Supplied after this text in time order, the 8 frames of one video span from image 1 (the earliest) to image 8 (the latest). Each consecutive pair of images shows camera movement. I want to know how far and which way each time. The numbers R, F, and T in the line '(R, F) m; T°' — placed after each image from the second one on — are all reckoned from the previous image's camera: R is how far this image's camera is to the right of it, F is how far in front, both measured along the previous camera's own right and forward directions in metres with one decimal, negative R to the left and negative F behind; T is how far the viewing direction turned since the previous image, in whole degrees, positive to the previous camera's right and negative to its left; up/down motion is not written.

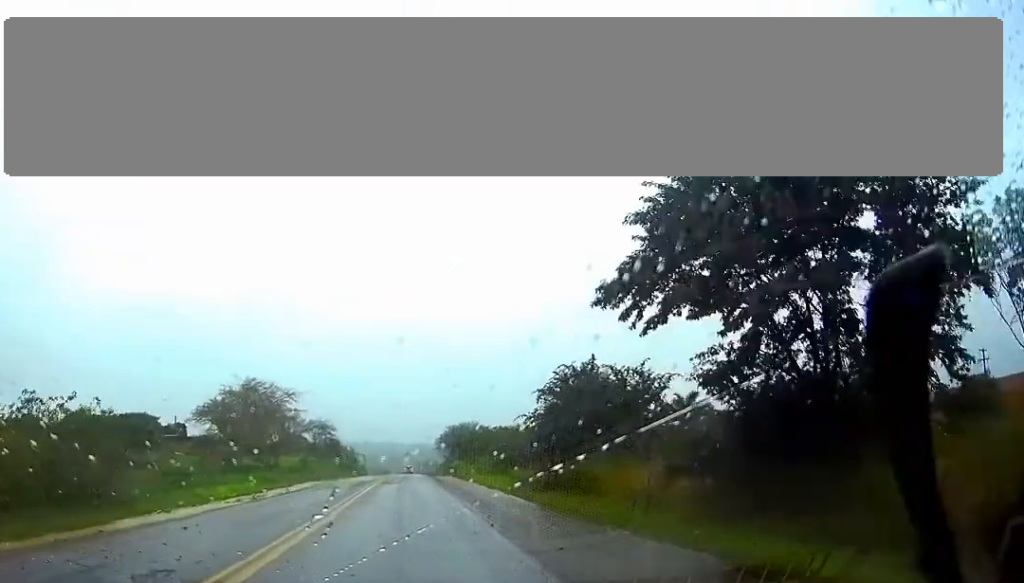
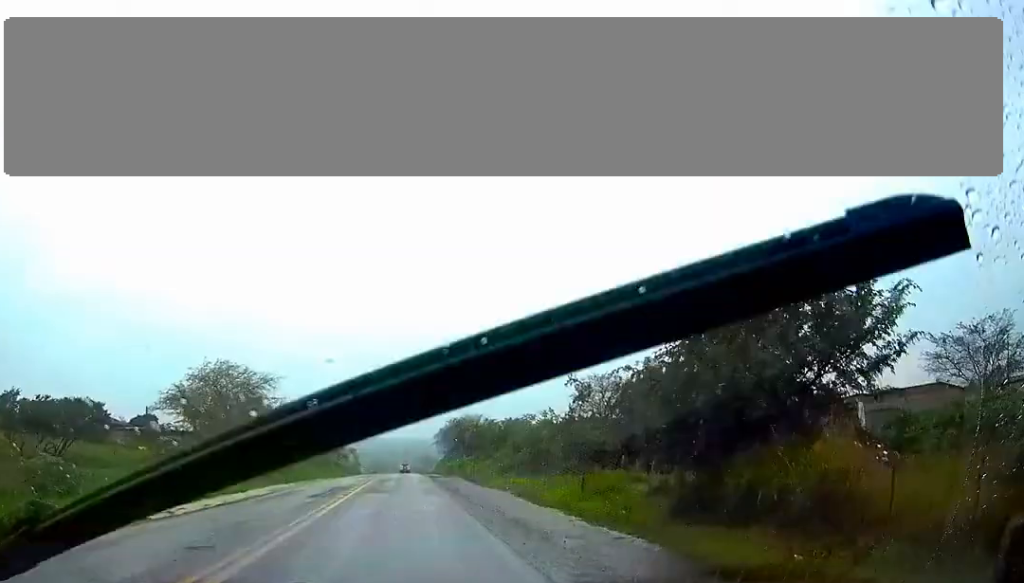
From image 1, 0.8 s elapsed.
(0.0, +14.3) m; 0°
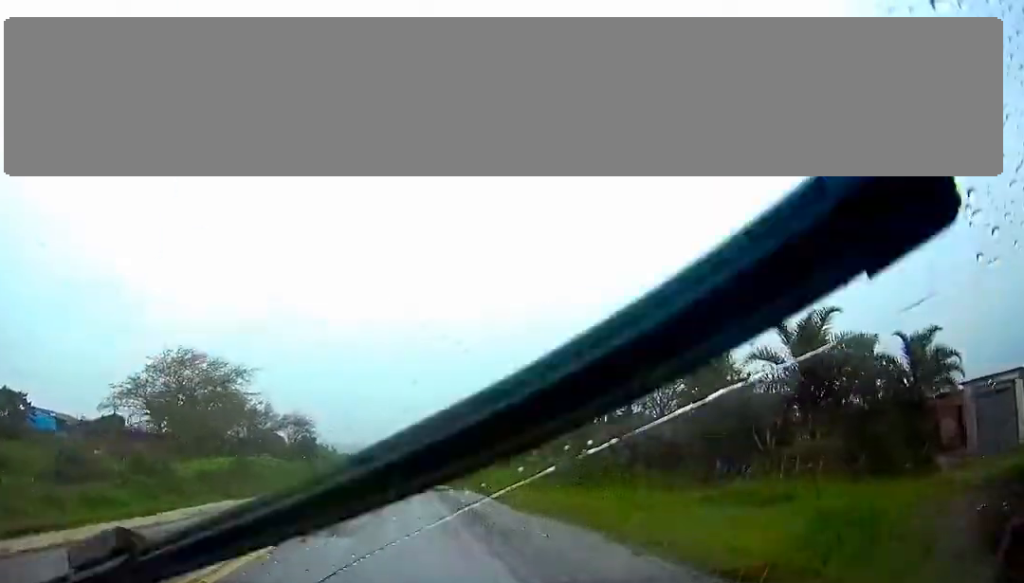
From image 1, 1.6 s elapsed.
(0.0, +14.7) m; 0°
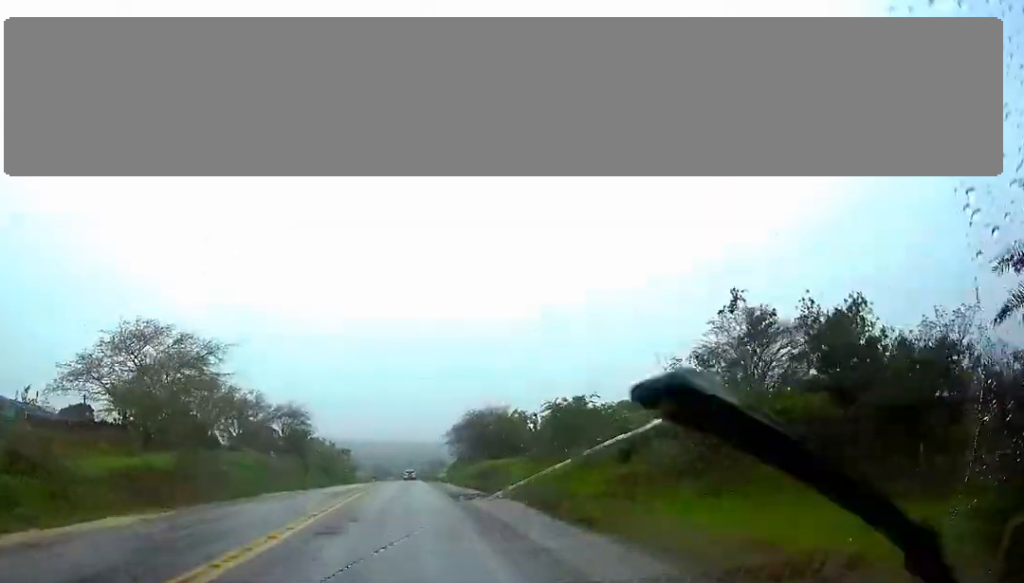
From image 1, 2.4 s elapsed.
(0.0, +13.5) m; 0°
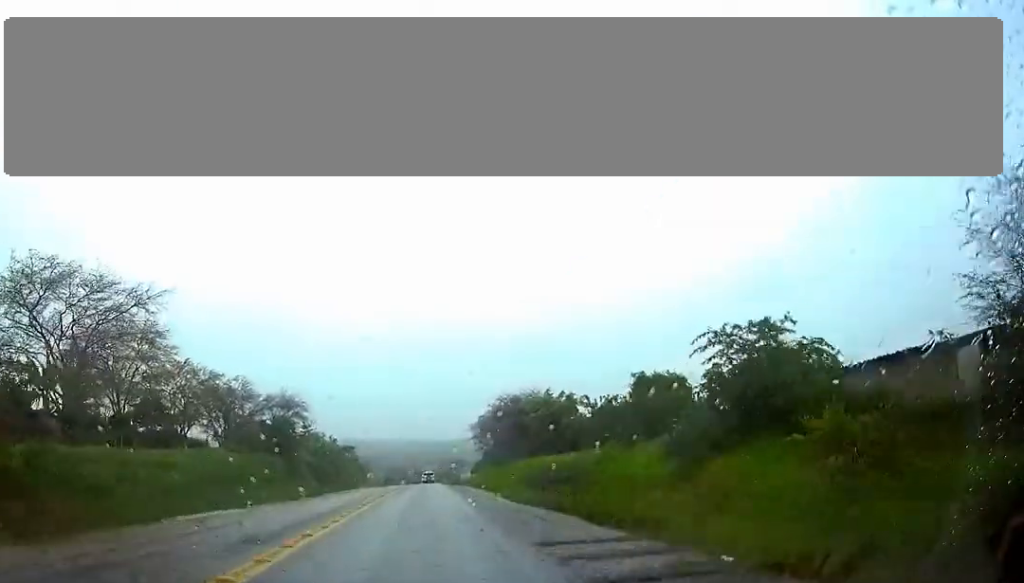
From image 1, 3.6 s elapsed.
(-0.2, +20.7) m; -1°
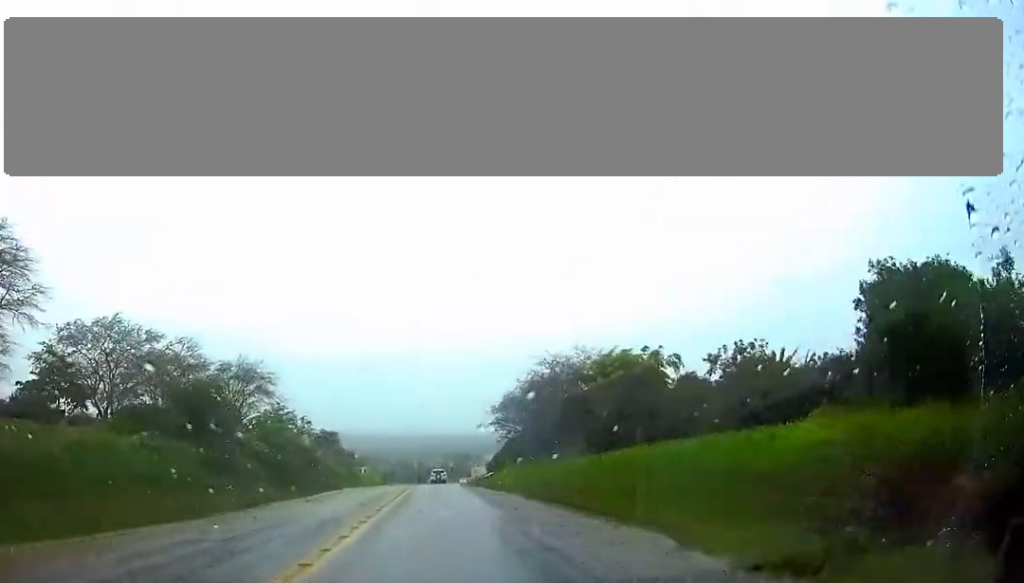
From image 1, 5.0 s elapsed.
(-0.2, +26.0) m; 0°
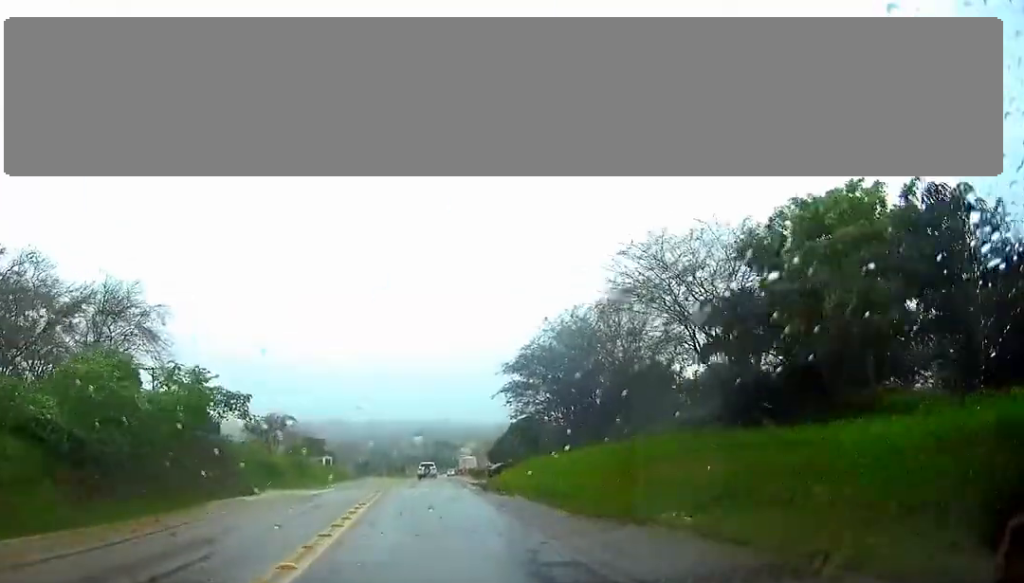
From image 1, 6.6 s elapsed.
(+0.3, +28.7) m; +1°
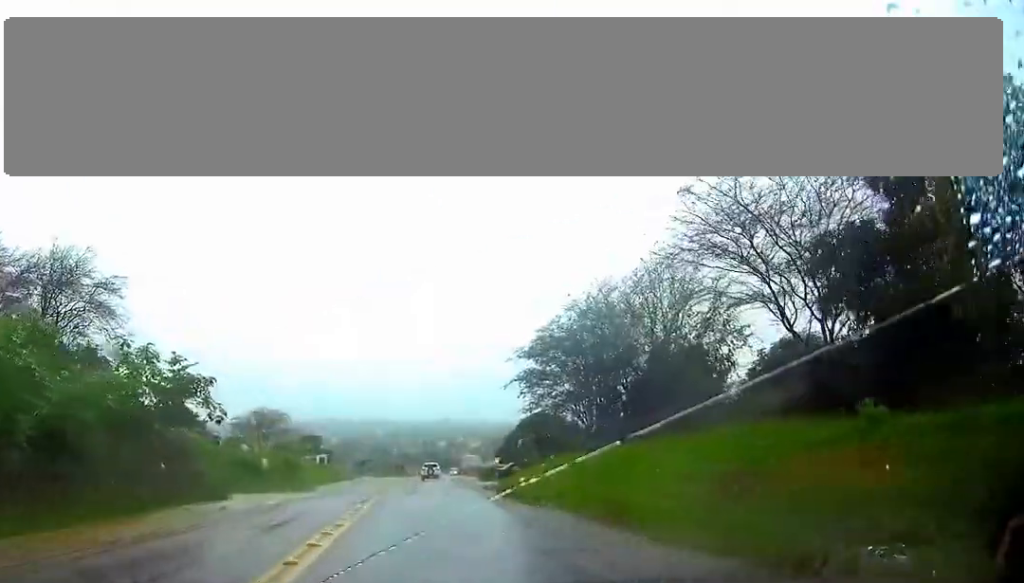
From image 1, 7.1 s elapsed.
(+0.1, +7.9) m; 0°
